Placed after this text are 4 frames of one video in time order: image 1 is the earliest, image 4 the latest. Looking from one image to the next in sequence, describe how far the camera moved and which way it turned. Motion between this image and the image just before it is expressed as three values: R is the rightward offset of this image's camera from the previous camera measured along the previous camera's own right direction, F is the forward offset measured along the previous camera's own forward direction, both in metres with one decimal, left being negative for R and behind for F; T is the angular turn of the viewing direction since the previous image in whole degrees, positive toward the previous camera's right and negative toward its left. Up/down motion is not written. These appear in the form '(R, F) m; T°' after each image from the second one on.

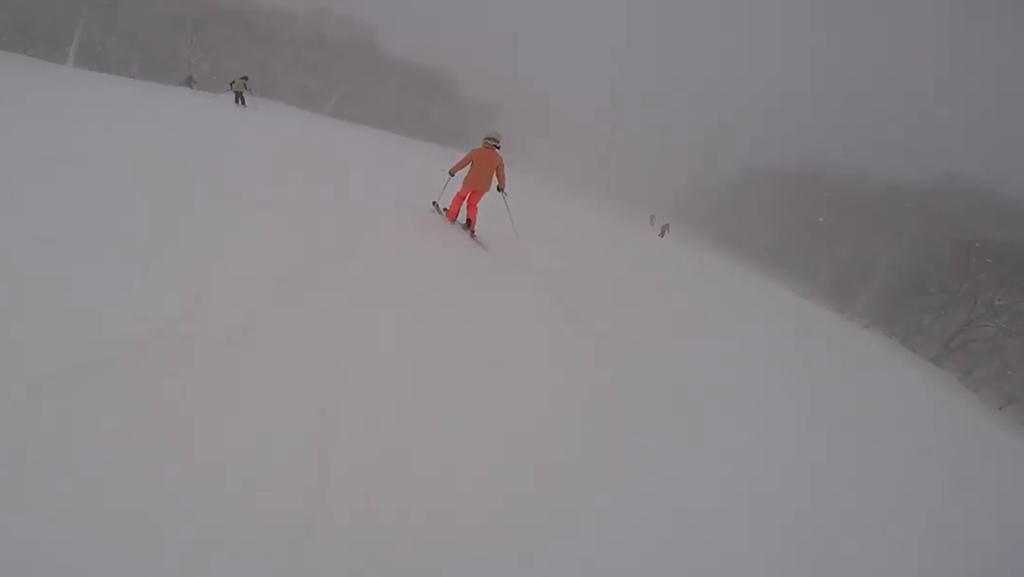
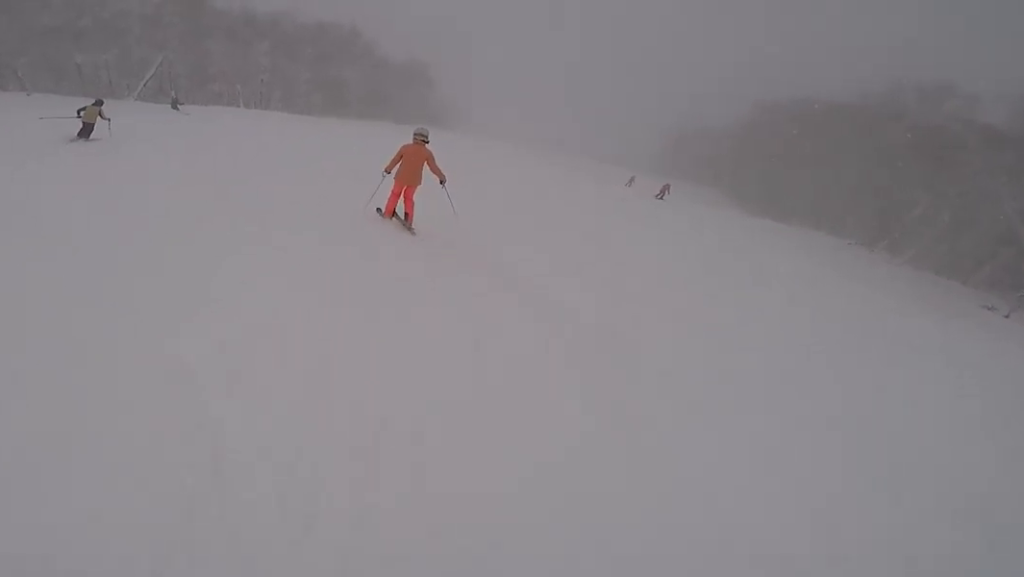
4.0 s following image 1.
(+4.7, +28.1) m; +5°
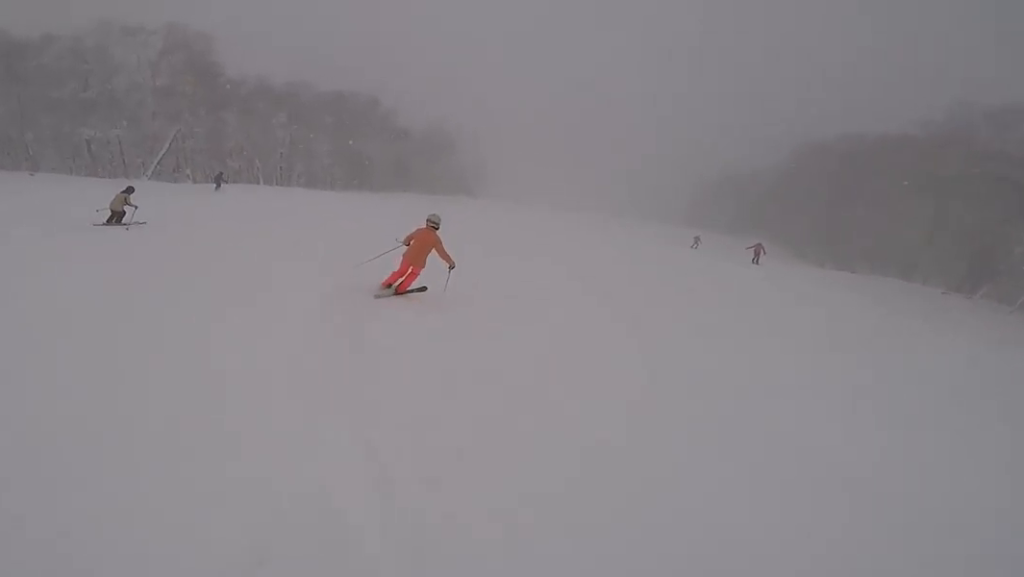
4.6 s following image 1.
(-0.3, +4.0) m; +2°
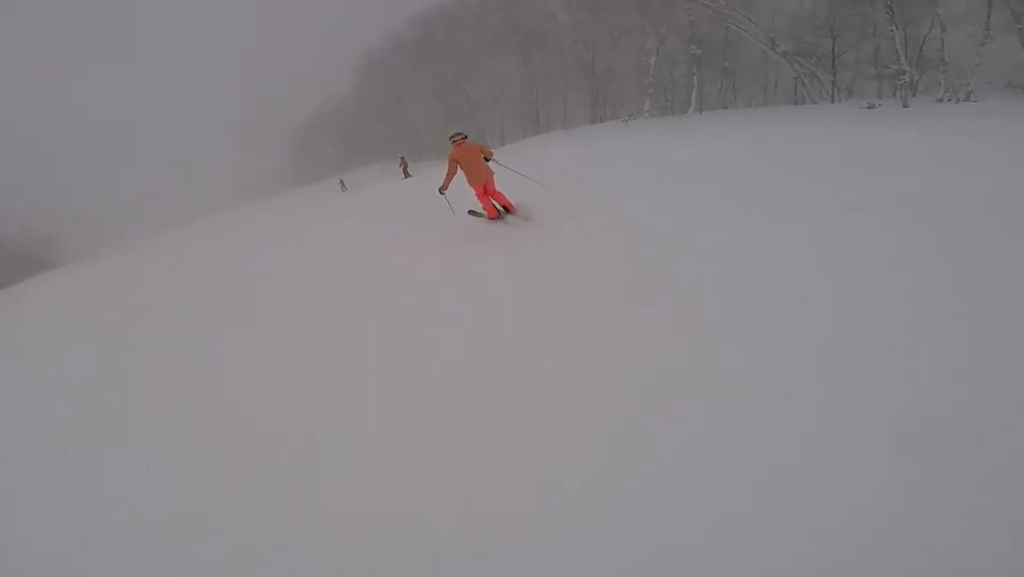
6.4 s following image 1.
(+2.3, +12.5) m; +14°
